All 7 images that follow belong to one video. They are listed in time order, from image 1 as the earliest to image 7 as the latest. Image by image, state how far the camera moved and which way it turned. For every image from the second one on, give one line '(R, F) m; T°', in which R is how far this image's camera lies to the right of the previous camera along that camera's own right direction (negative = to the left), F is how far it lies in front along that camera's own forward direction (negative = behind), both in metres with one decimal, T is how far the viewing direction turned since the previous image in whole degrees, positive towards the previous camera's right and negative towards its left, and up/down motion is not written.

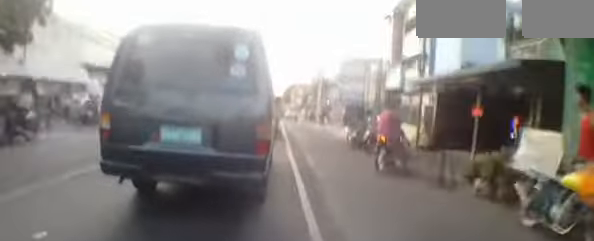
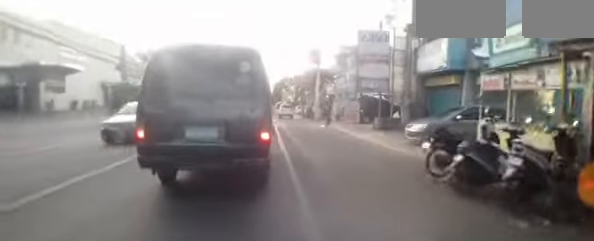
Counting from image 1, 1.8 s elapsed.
(+0.1, +6.8) m; +1°
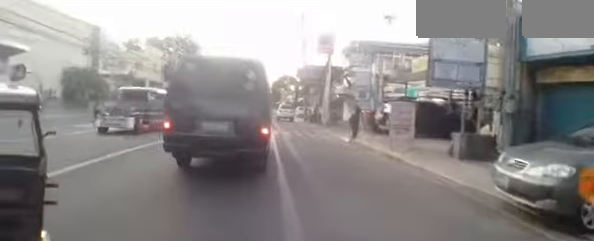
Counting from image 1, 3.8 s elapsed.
(+0.2, +9.4) m; -3°
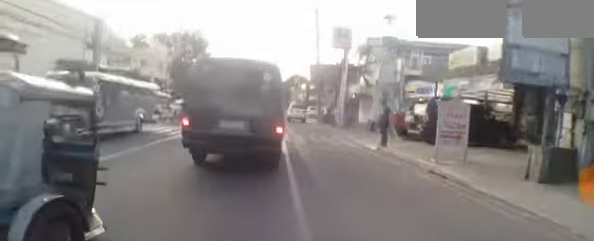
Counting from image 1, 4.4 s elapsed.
(-0.1, +2.9) m; -1°
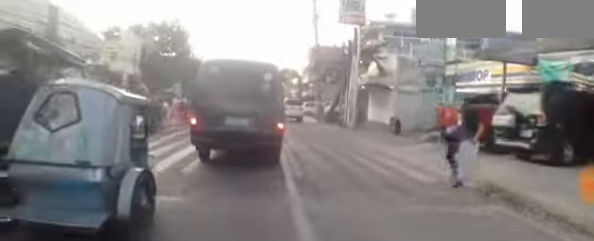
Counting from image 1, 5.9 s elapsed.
(+0.3, +7.3) m; +5°
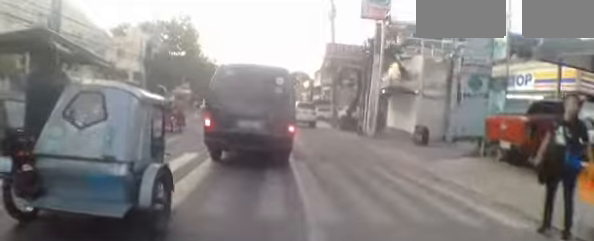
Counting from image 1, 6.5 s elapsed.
(0.0, +2.5) m; 0°
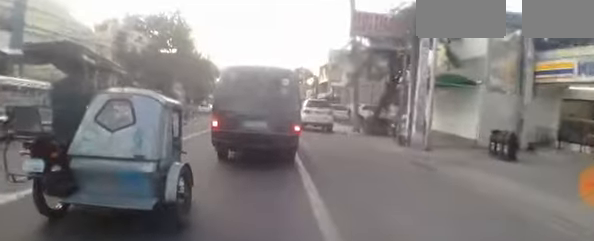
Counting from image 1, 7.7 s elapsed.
(-0.3, +6.0) m; -3°
